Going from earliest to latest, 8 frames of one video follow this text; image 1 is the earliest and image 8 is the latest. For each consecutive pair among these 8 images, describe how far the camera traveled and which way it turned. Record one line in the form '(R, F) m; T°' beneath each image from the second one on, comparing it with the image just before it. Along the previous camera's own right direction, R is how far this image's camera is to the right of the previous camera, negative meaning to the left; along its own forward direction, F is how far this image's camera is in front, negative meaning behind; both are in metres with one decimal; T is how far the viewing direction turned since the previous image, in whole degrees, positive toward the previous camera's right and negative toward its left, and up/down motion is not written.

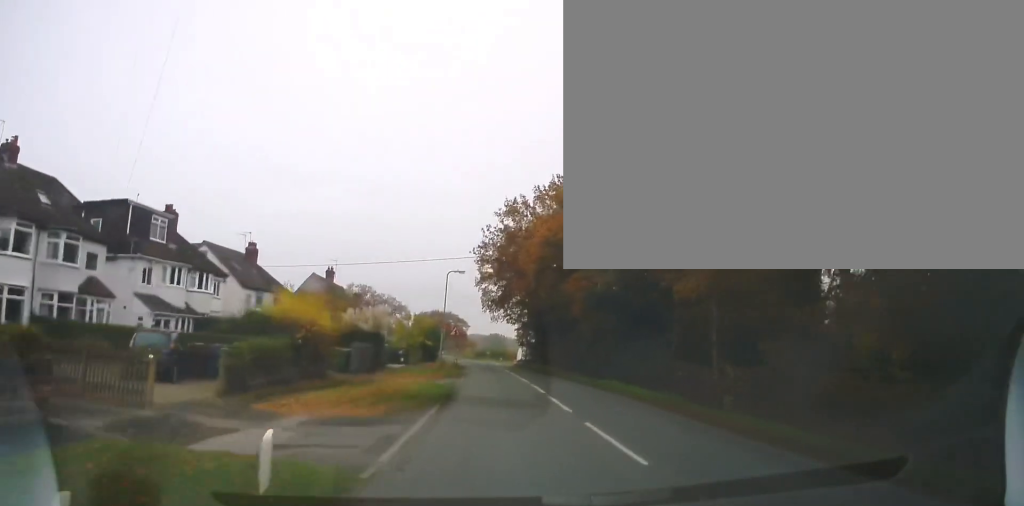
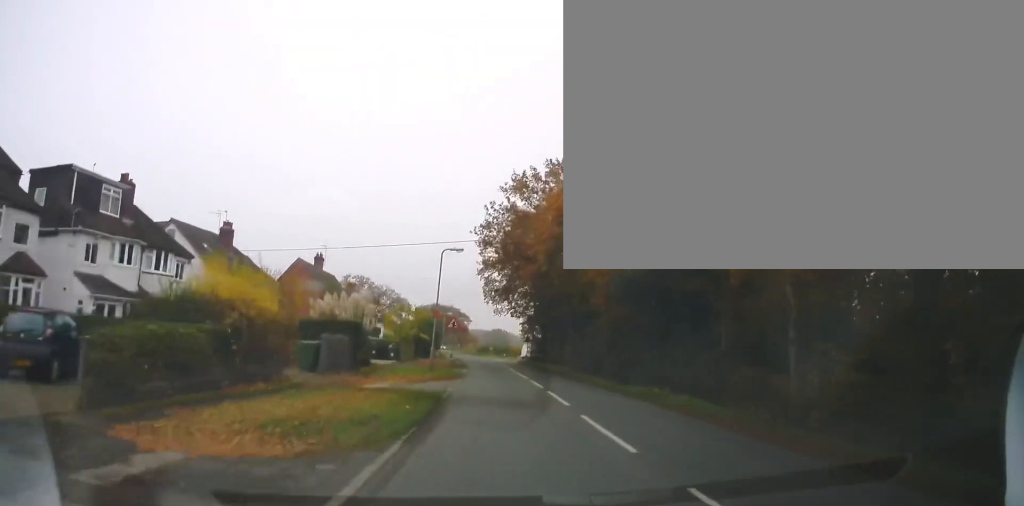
(+0.3, +5.5) m; +1°
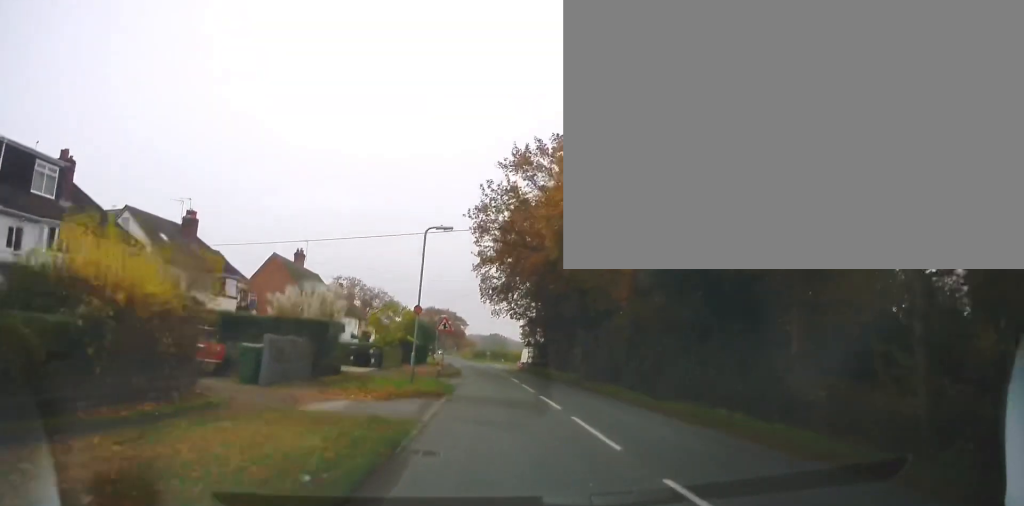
(+0.2, +5.5) m; +1°
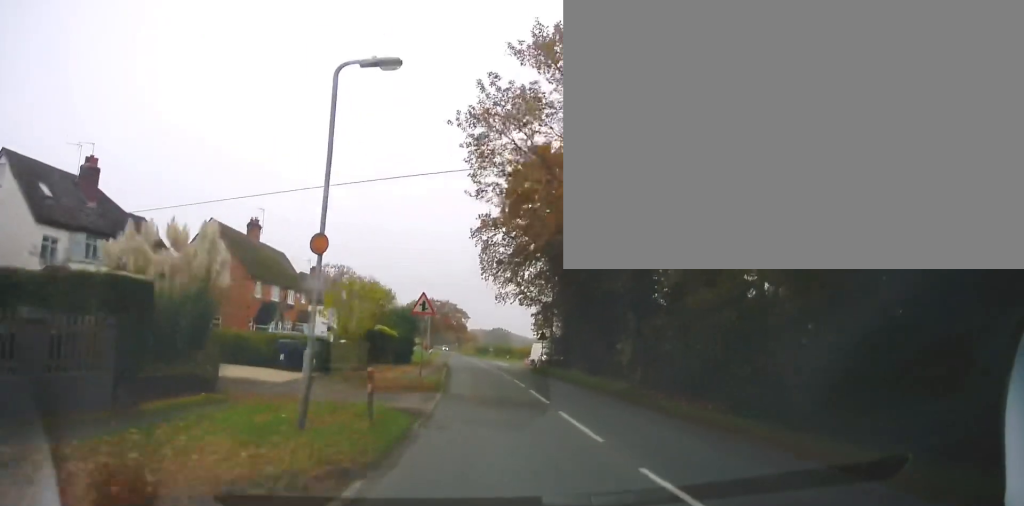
(-0.5, +11.5) m; -4°
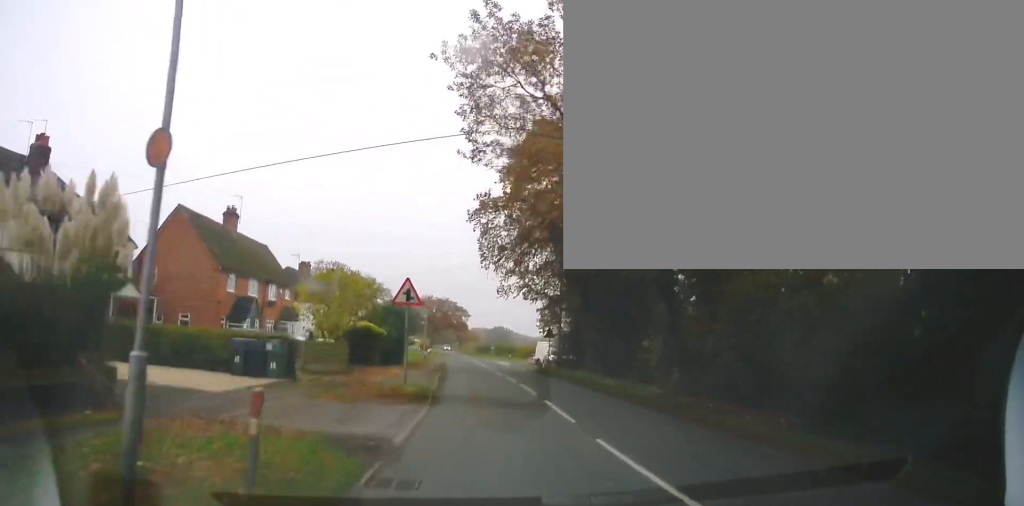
(-0.2, +4.2) m; 0°
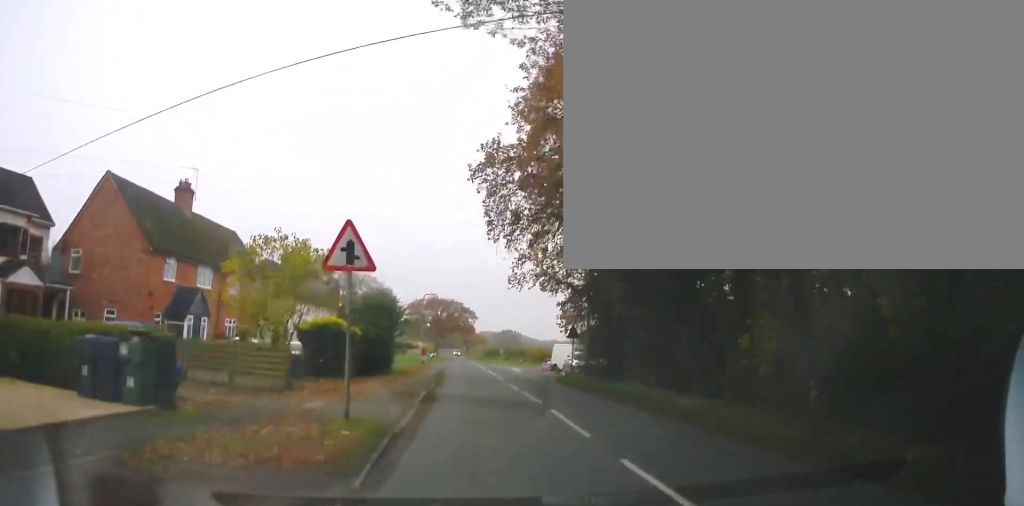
(0.0, +7.9) m; +1°
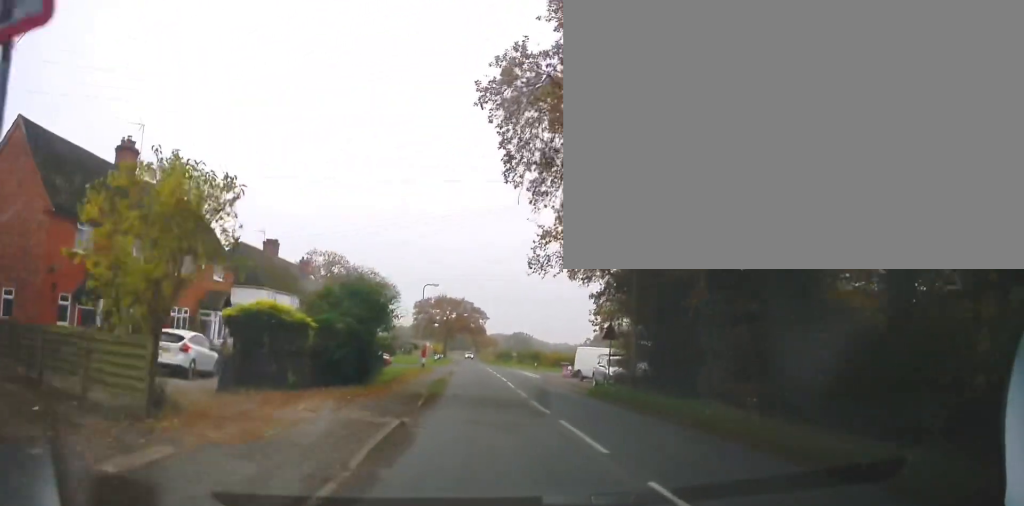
(+0.1, +7.3) m; 0°
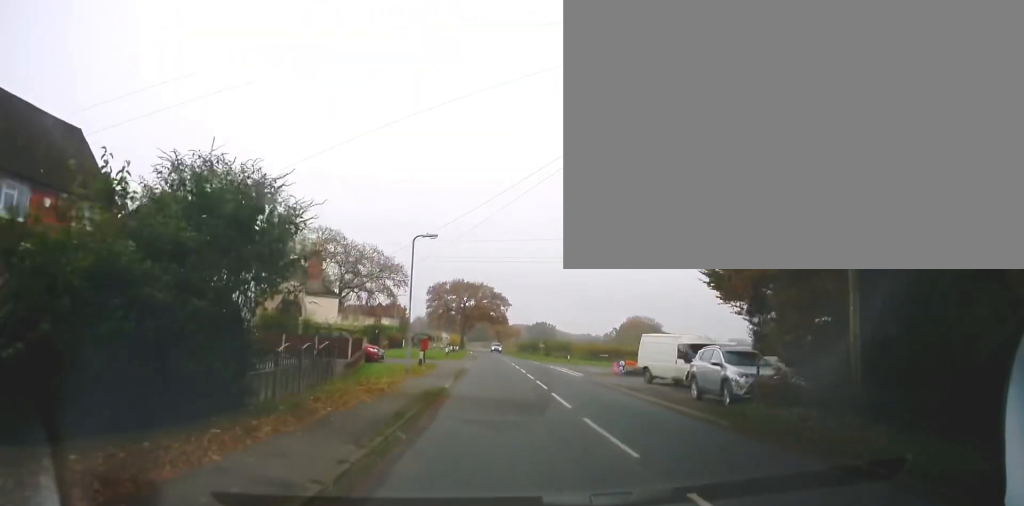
(-0.4, +12.8) m; -3°
